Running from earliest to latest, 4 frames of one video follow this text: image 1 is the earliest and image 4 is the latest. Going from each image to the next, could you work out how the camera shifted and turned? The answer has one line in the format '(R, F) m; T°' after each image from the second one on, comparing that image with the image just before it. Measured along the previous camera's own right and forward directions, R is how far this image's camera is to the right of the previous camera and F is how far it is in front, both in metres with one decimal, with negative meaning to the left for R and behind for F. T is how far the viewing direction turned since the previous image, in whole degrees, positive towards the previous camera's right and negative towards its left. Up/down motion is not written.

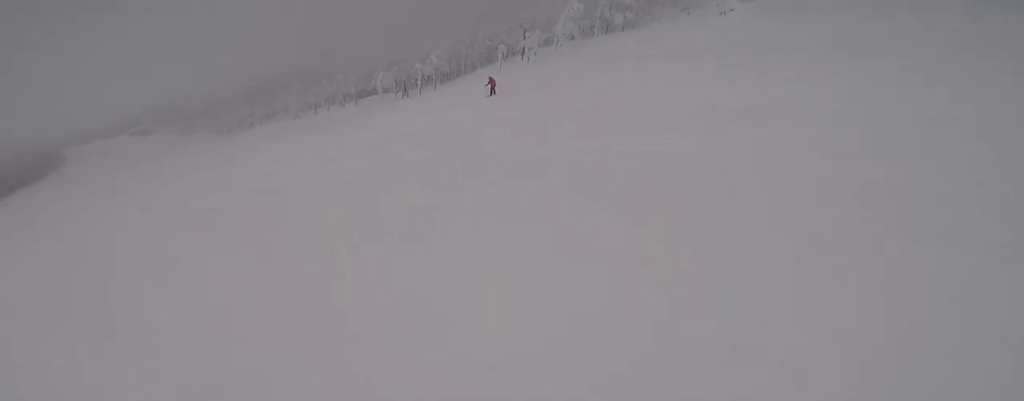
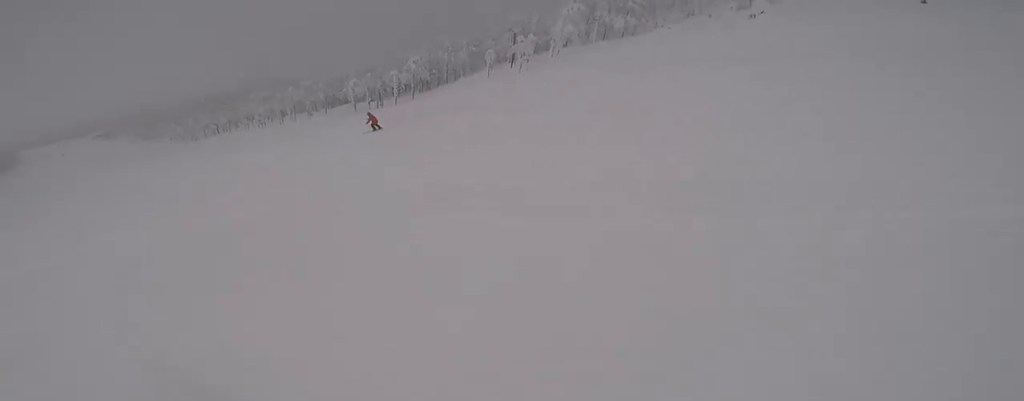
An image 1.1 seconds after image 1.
(+0.4, +9.6) m; -2°
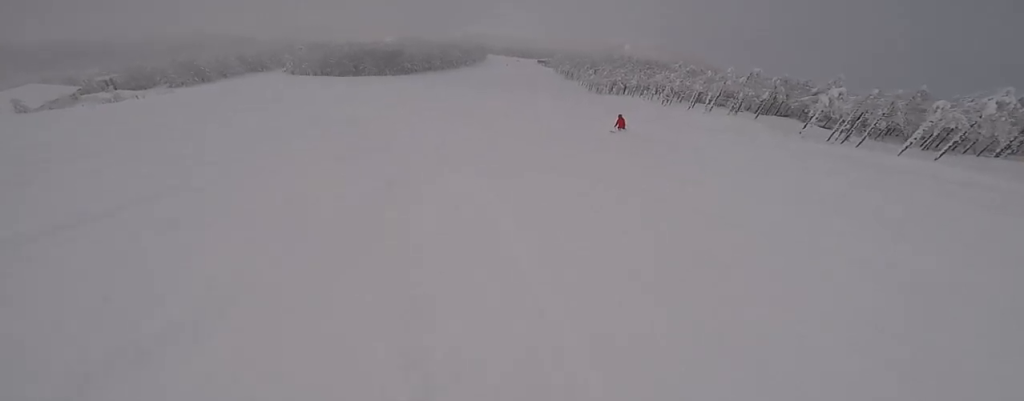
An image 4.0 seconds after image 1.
(-7.6, +27.0) m; -31°
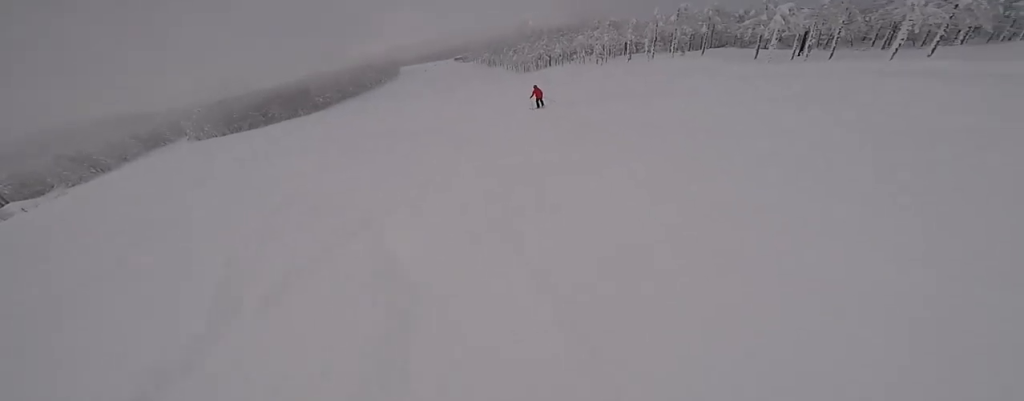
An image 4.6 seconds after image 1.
(-0.7, +7.6) m; -5°
